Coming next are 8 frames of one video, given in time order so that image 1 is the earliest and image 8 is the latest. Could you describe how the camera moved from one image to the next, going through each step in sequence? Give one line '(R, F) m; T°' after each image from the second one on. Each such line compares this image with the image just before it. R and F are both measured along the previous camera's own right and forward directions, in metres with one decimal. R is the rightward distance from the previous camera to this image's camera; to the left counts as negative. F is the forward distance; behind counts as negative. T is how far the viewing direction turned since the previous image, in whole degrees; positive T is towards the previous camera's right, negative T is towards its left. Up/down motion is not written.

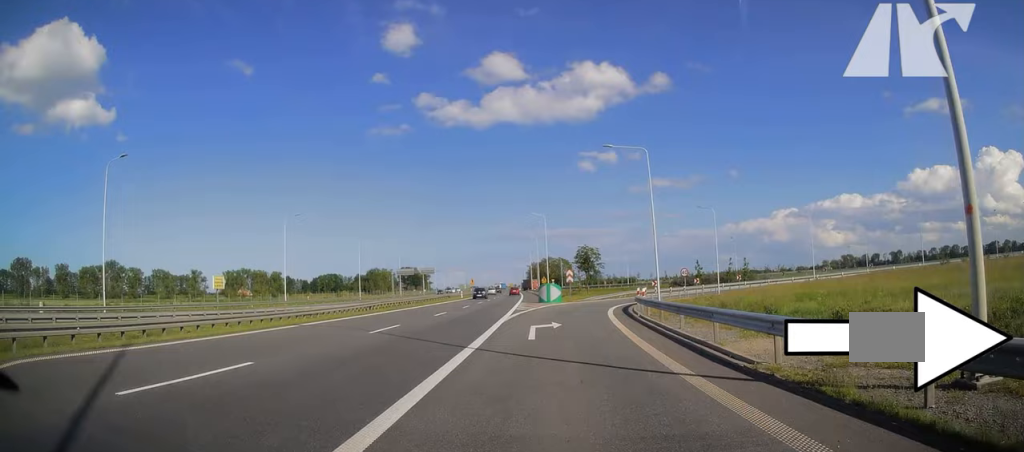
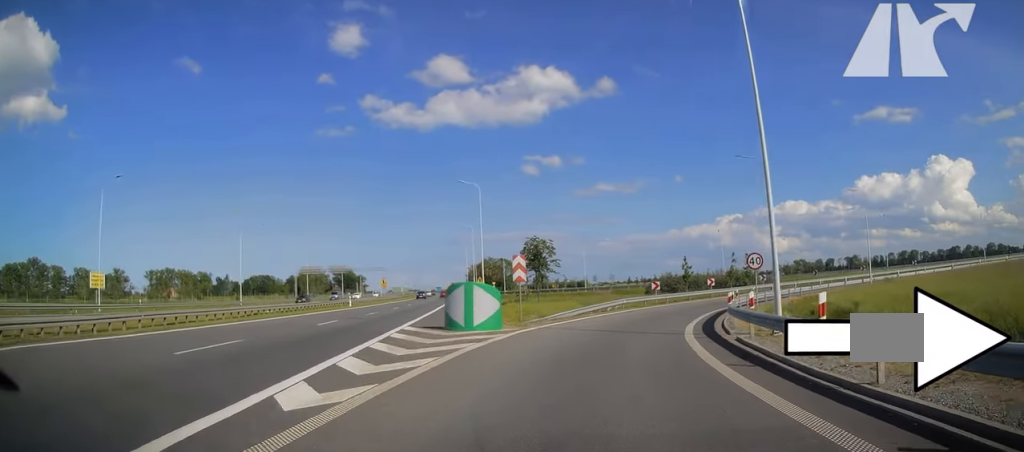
(+0.2, +30.8) m; +5°
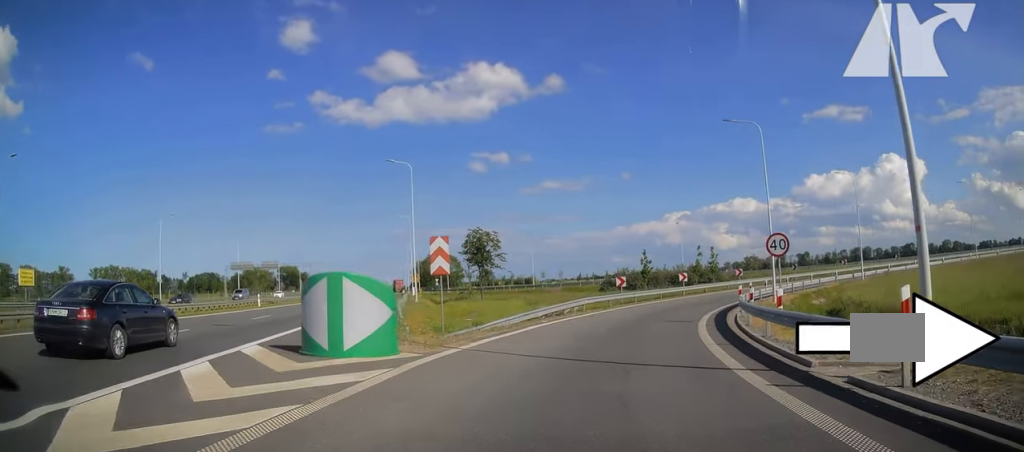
(+0.6, +8.4) m; +5°
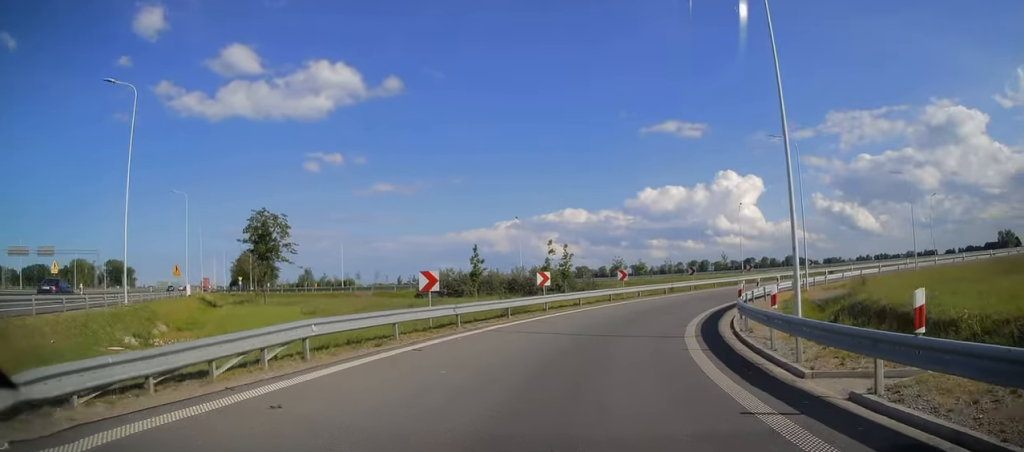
(+2.0, +19.4) m; +16°
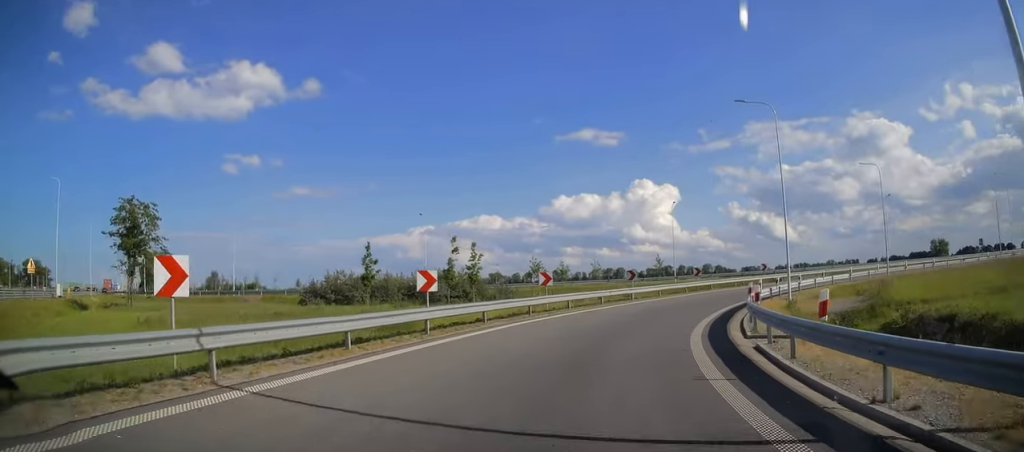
(+1.1, +9.6) m; +9°
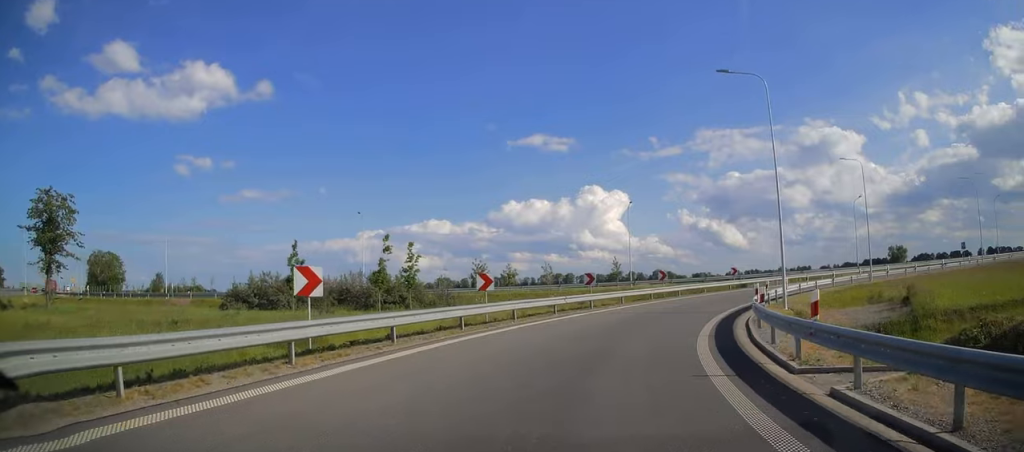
(0.0, +5.5) m; +5°
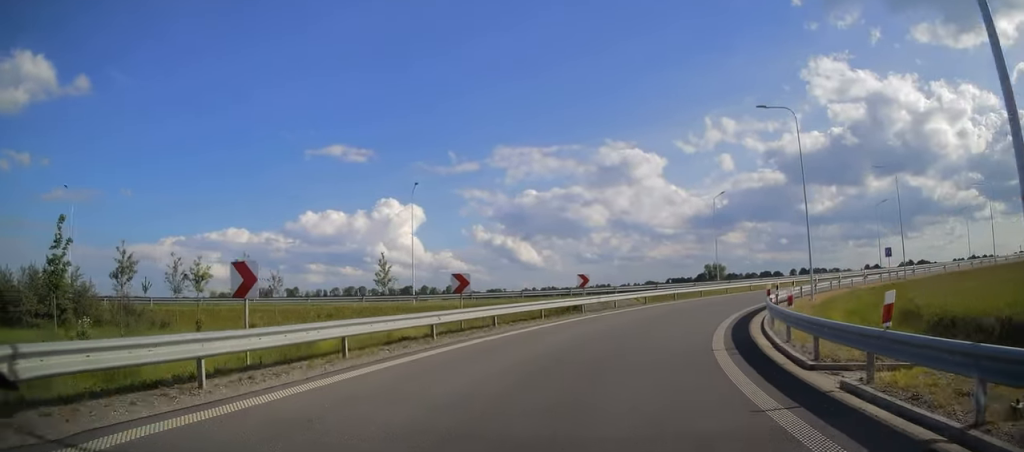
(+3.8, +20.6) m; +20°
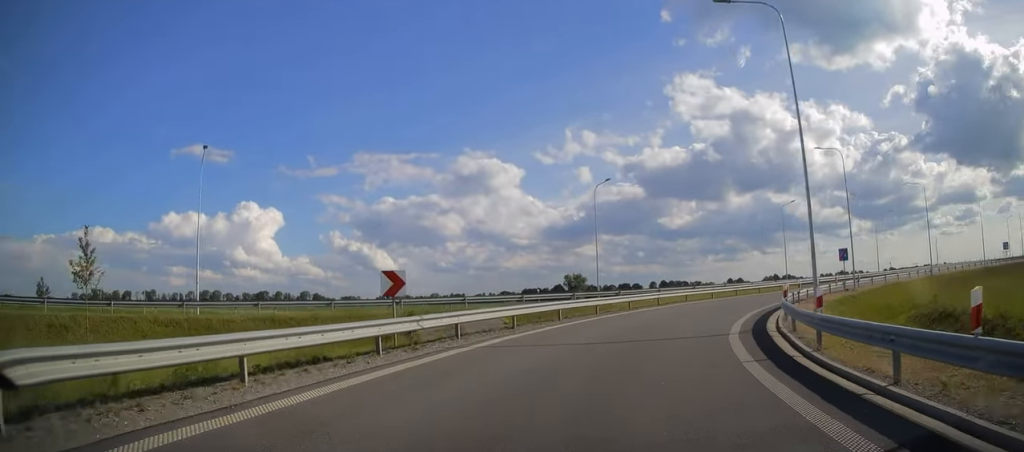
(+1.8, +14.4) m; +15°
